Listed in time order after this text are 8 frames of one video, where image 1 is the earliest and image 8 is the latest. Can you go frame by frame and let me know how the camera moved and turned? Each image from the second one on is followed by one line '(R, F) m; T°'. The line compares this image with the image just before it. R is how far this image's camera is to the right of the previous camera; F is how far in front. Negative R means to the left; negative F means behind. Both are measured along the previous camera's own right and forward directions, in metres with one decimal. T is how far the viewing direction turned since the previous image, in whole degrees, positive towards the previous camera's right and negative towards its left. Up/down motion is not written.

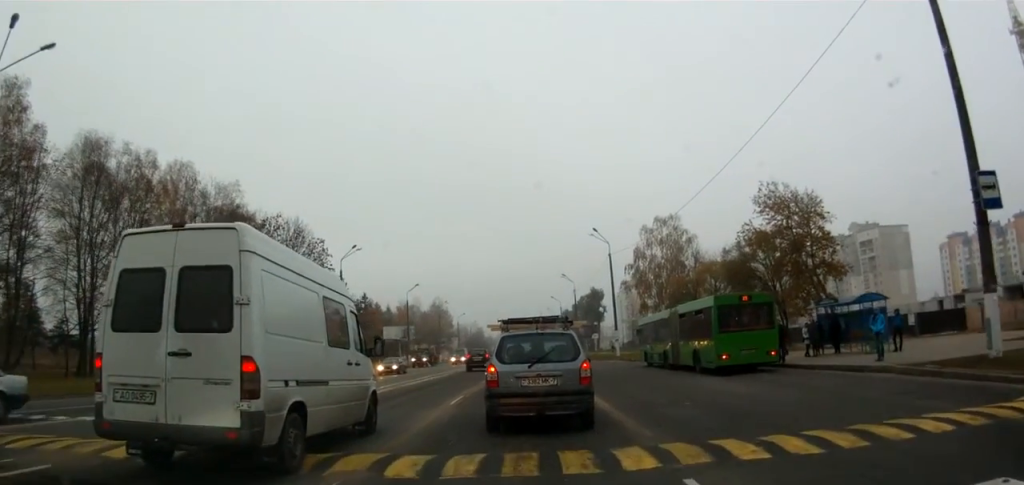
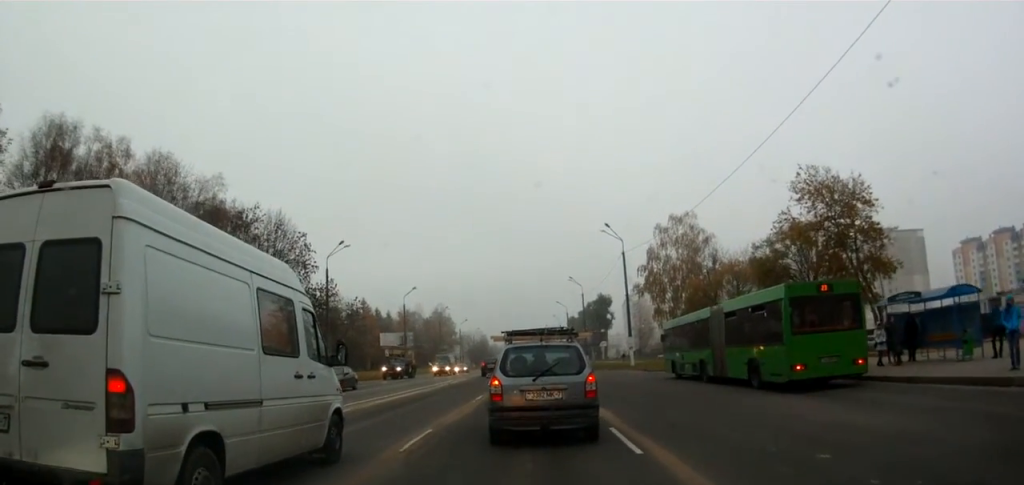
(-0.6, +7.2) m; -5°
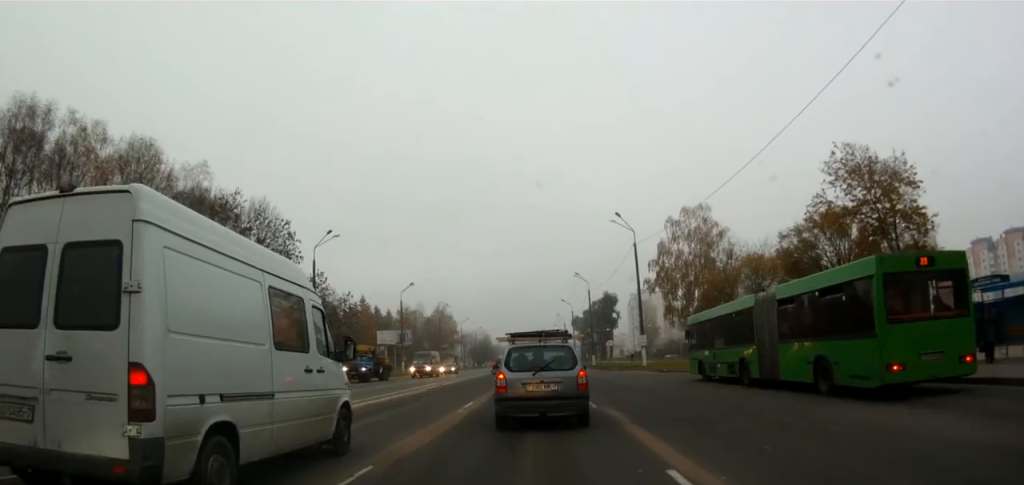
(0.0, +5.1) m; 0°
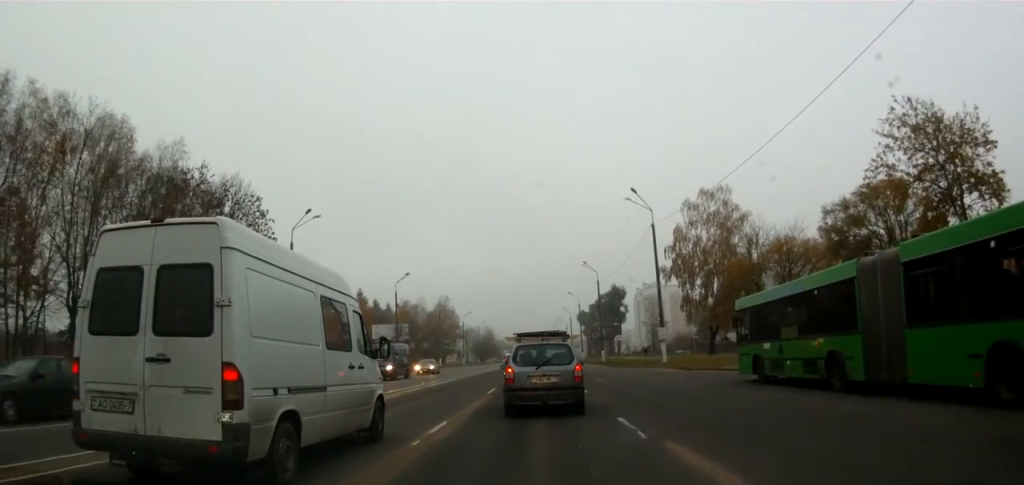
(0.0, +5.8) m; +3°
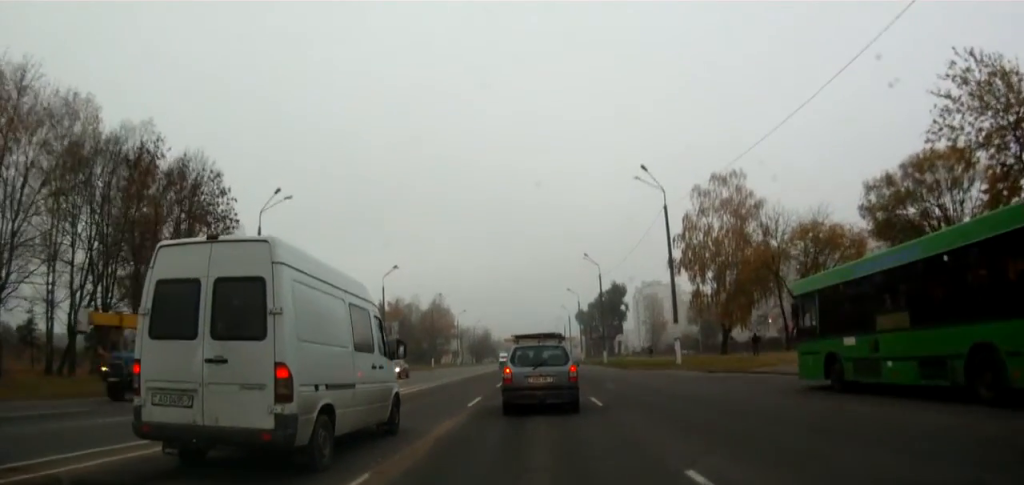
(+0.2, +4.6) m; +2°
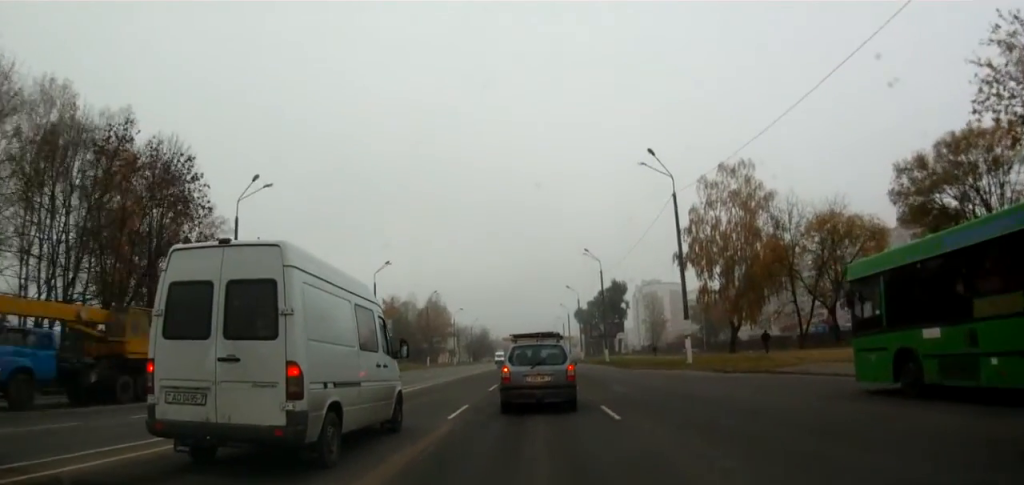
(+0.2, +2.6) m; -1°
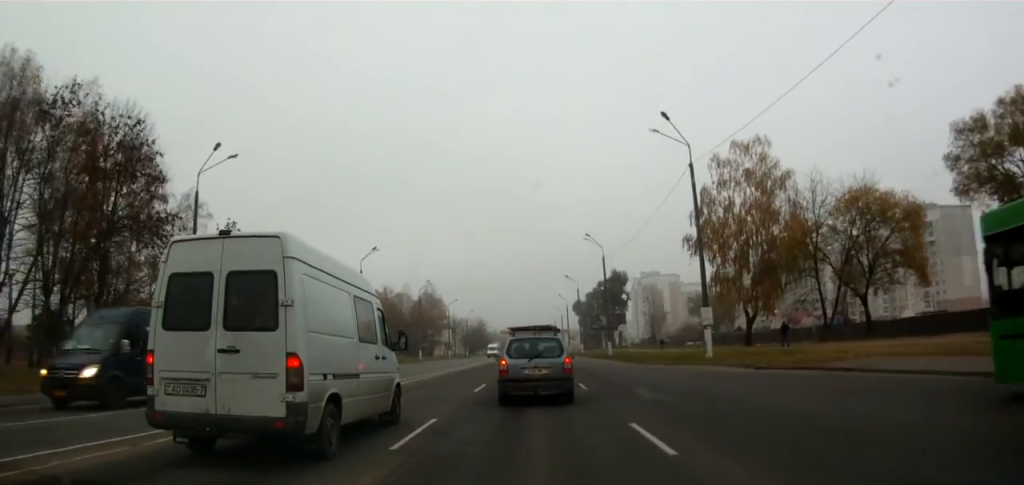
(-0.2, +4.0) m; 0°
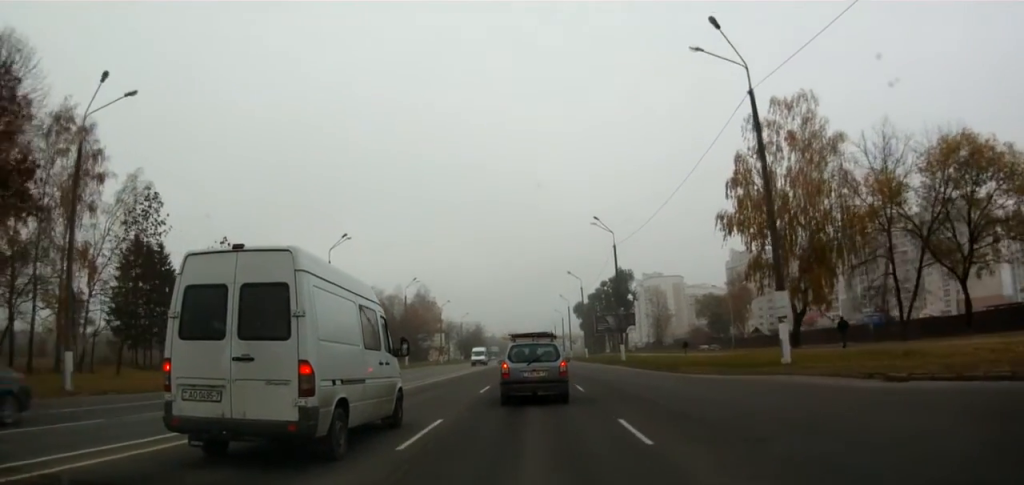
(0.0, +9.3) m; +2°
